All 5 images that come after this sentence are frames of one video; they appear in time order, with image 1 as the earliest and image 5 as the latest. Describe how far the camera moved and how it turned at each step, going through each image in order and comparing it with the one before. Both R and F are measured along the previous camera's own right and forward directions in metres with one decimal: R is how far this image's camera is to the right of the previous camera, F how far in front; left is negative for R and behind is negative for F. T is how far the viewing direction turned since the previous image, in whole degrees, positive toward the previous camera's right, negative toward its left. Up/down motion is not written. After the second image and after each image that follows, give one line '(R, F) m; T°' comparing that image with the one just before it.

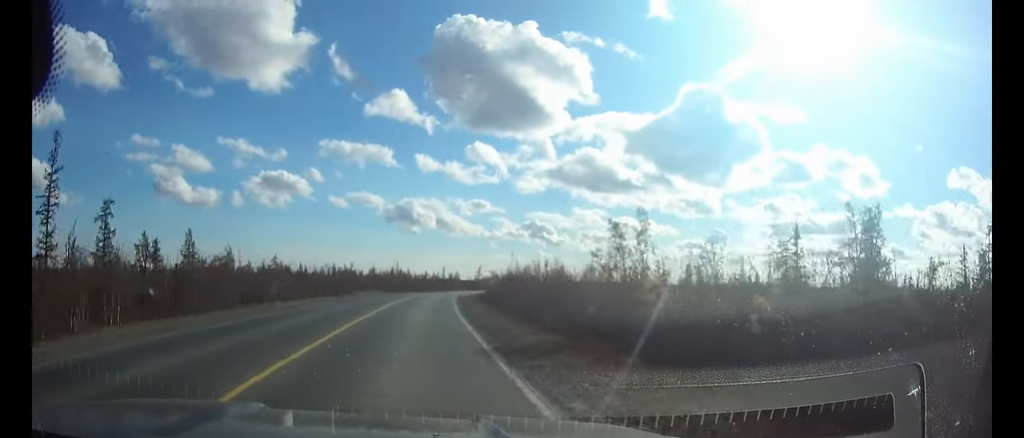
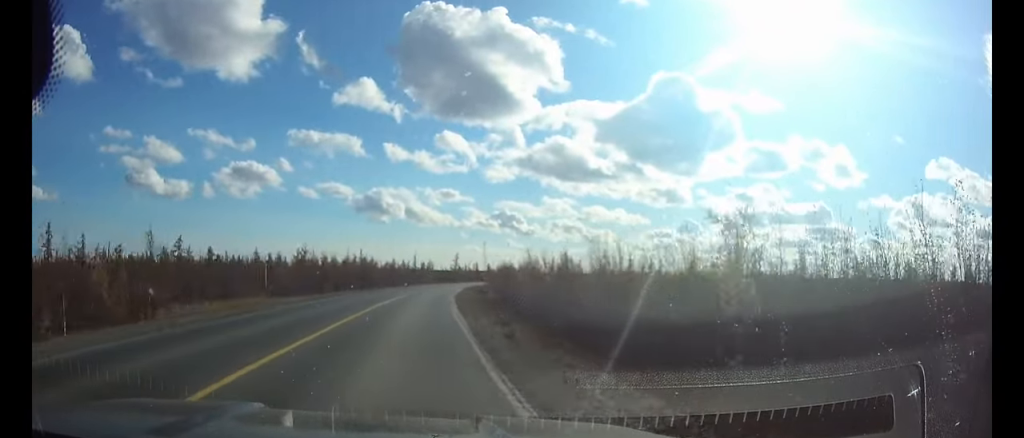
(+1.5, +41.8) m; +3°
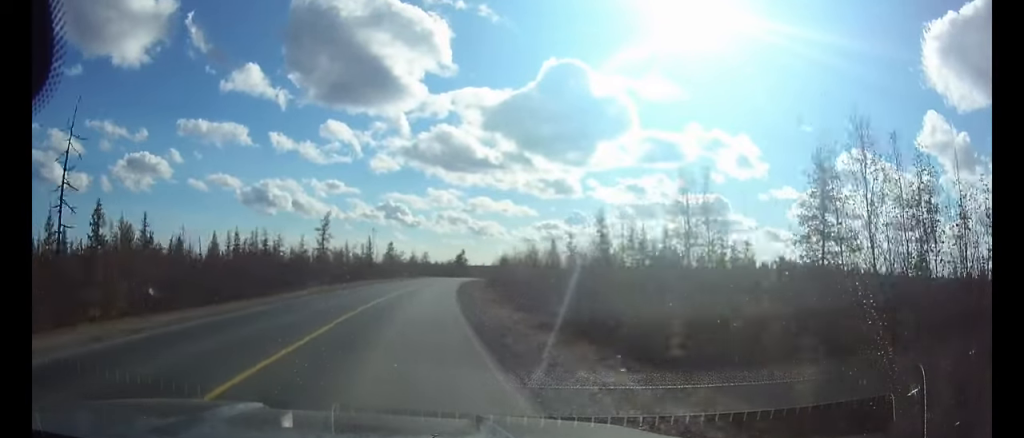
(+11.3, +125.6) m; +11°
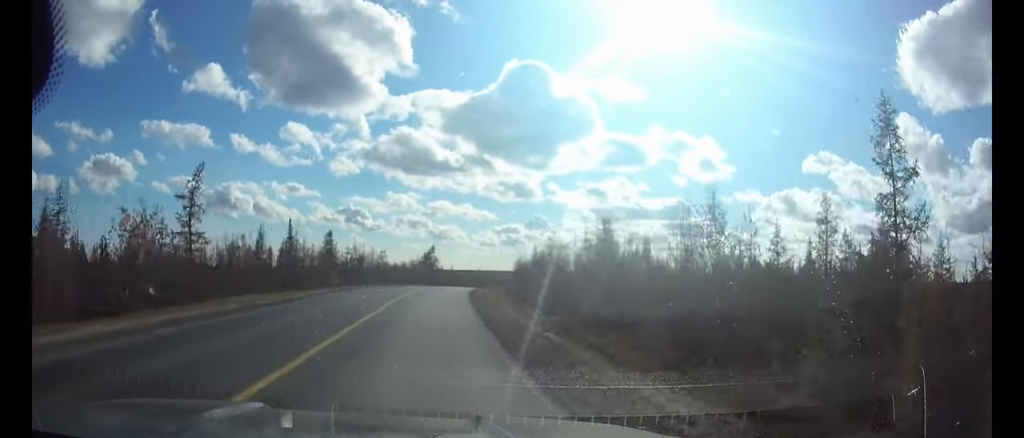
(+1.7, +46.8) m; +5°
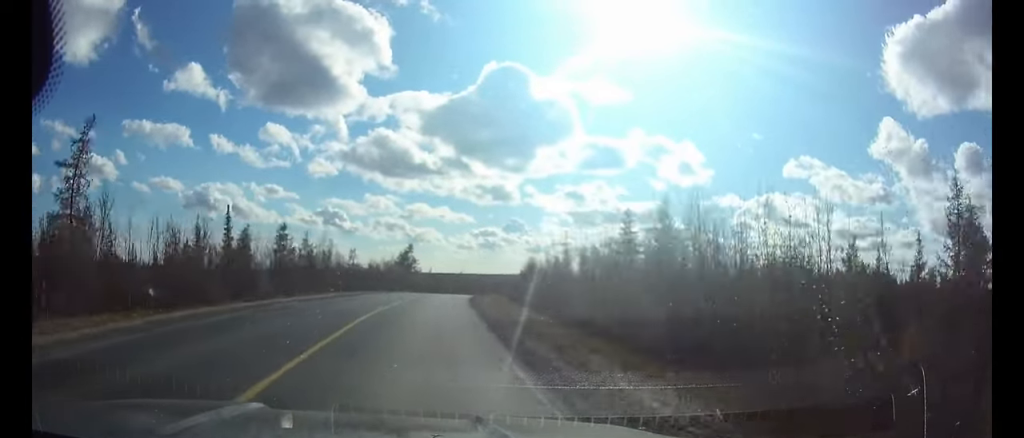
(+0.6, +18.7) m; +2°
